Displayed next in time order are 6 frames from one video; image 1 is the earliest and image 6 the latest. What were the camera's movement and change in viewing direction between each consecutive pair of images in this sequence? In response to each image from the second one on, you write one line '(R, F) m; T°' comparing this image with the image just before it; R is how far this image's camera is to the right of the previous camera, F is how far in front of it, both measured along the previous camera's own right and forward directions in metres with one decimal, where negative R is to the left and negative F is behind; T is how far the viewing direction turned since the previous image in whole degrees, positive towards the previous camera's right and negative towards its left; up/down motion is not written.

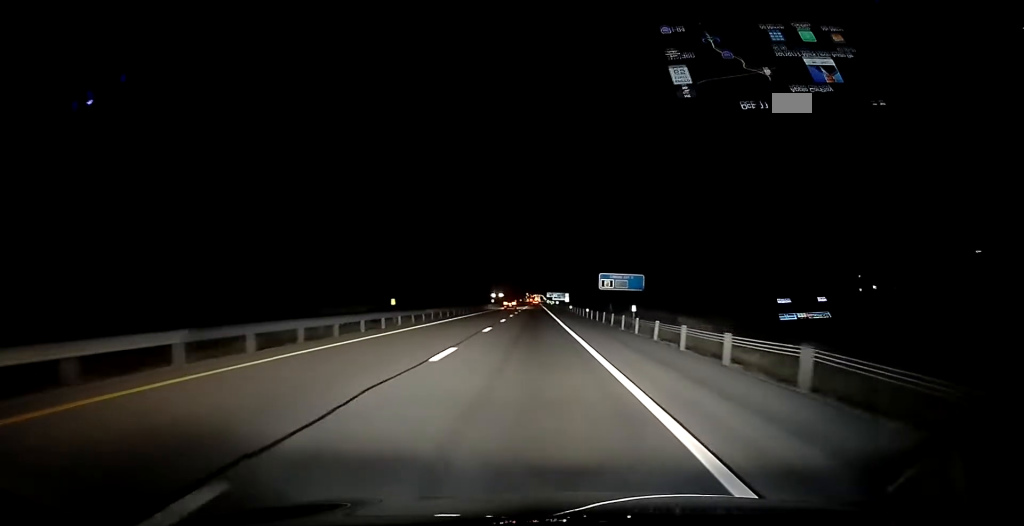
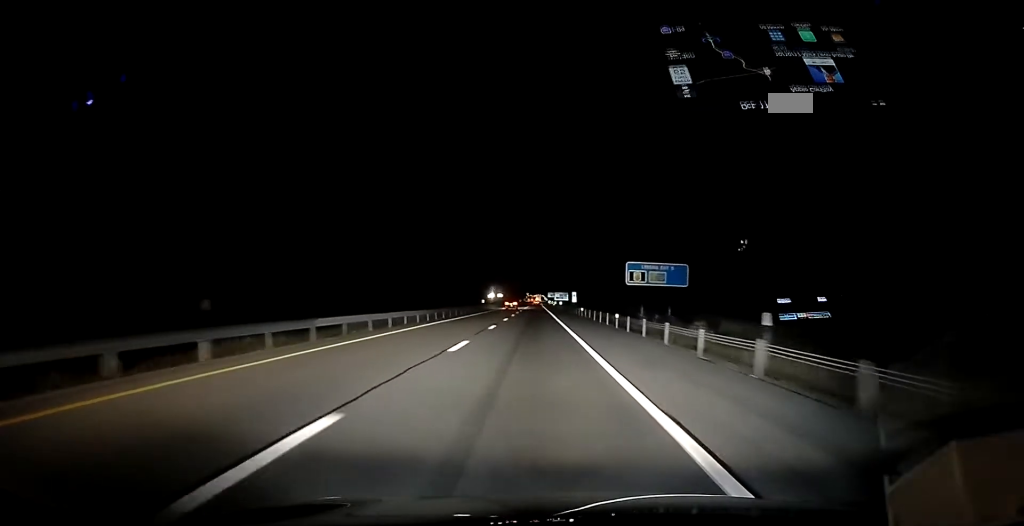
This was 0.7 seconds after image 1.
(0.0, +21.3) m; 0°
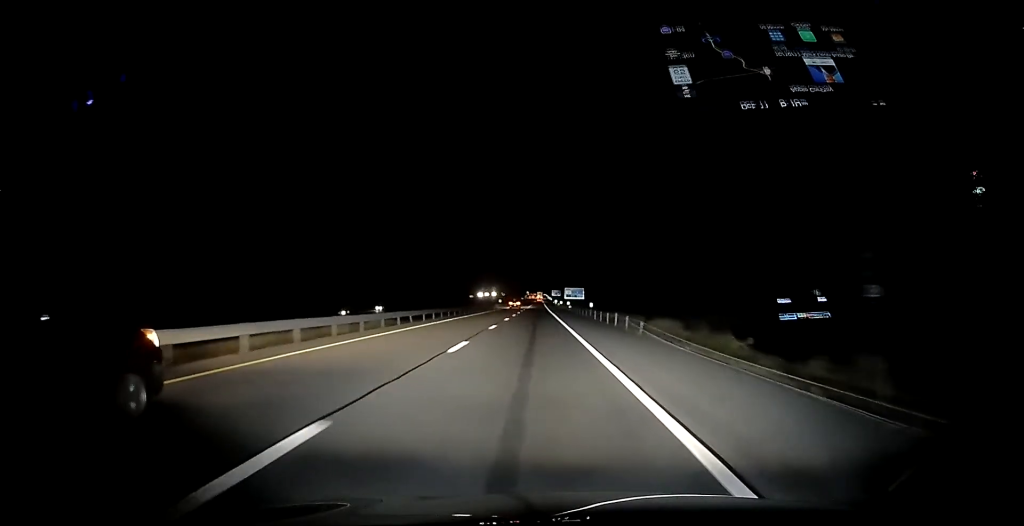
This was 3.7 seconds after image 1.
(+0.6, +85.7) m; 0°
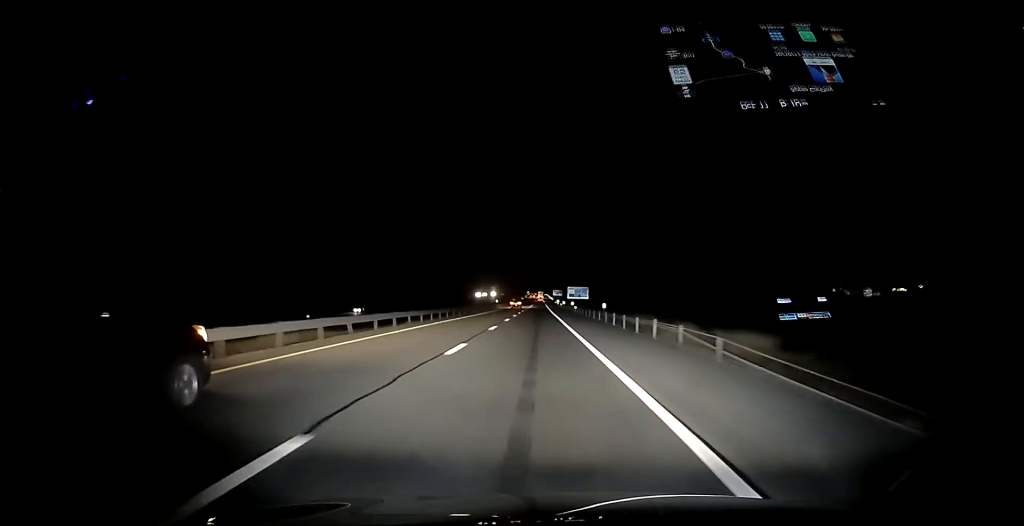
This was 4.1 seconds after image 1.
(0.0, +12.6) m; 0°
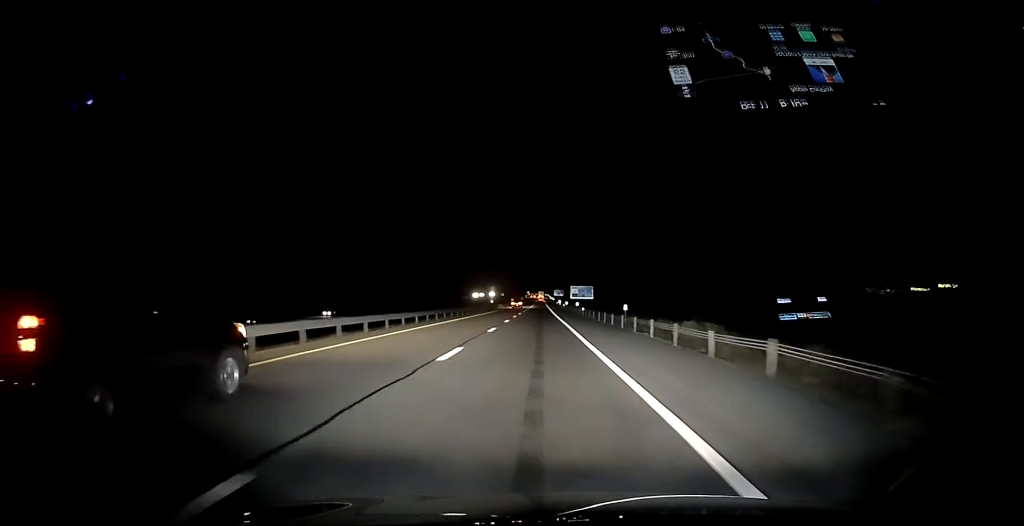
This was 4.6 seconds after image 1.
(0.0, +13.6) m; 0°
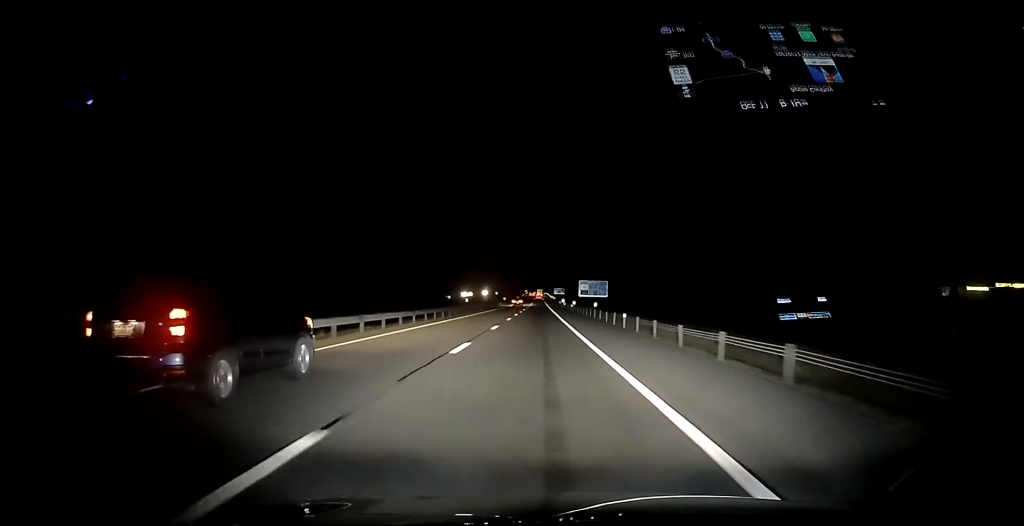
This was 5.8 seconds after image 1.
(0.0, +34.9) m; 0°
